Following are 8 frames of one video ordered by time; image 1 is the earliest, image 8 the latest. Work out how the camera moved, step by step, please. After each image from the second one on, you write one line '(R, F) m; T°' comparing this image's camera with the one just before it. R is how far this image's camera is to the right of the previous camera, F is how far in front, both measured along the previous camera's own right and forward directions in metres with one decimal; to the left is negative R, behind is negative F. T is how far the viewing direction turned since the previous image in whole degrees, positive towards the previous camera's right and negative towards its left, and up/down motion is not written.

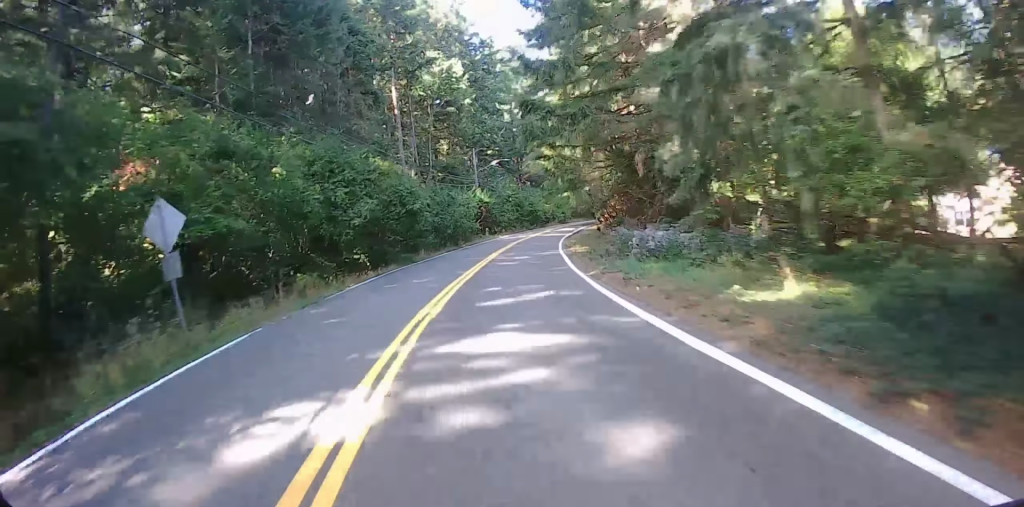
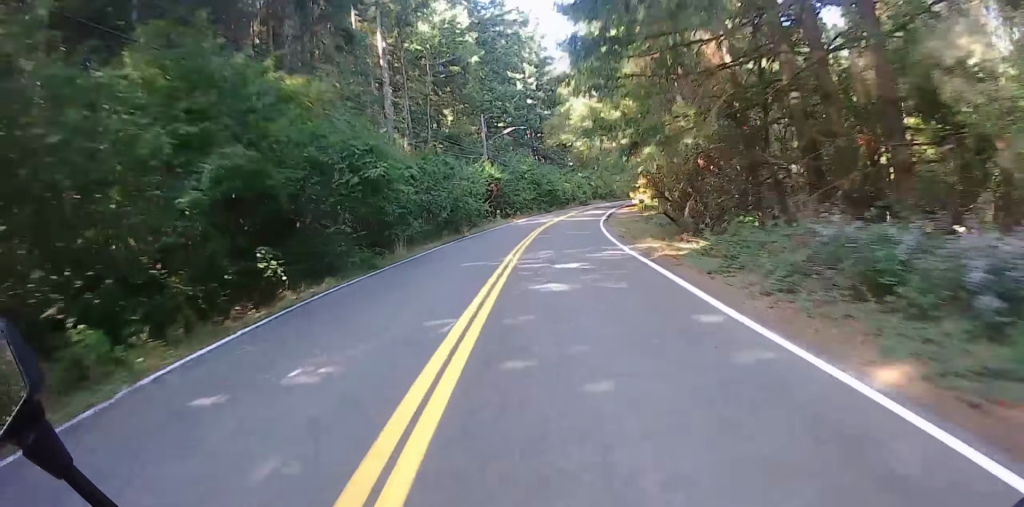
(-0.7, +12.9) m; -2°
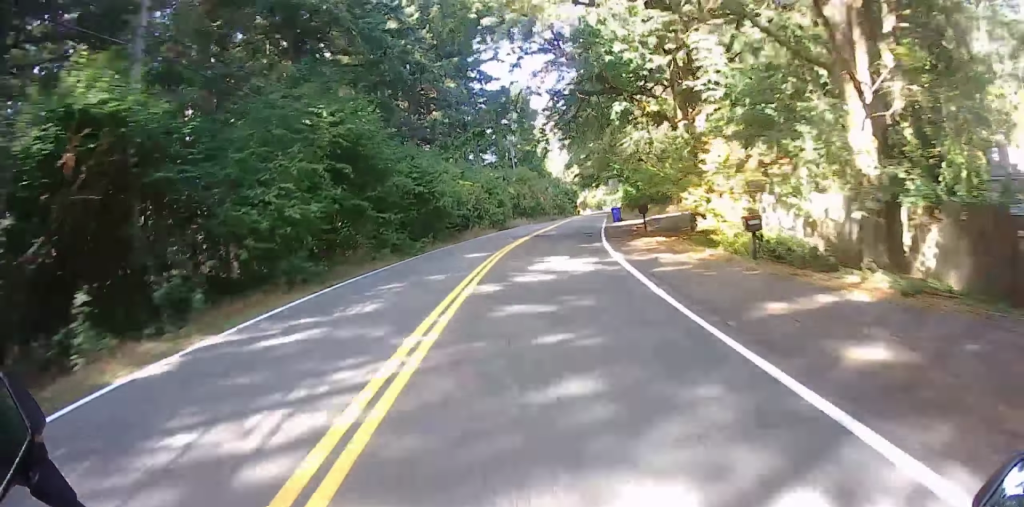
(+3.0, +41.0) m; +9°
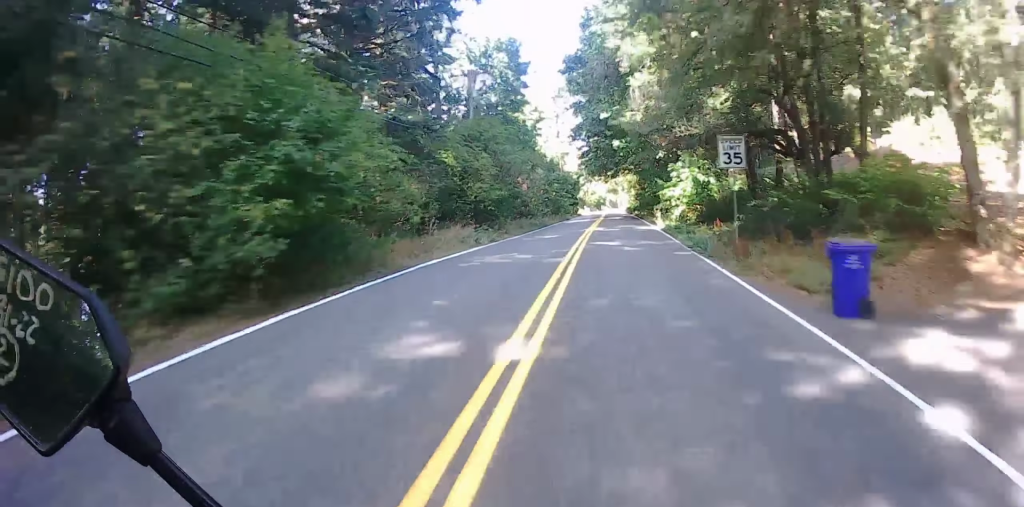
(+1.2, +31.2) m; +7°
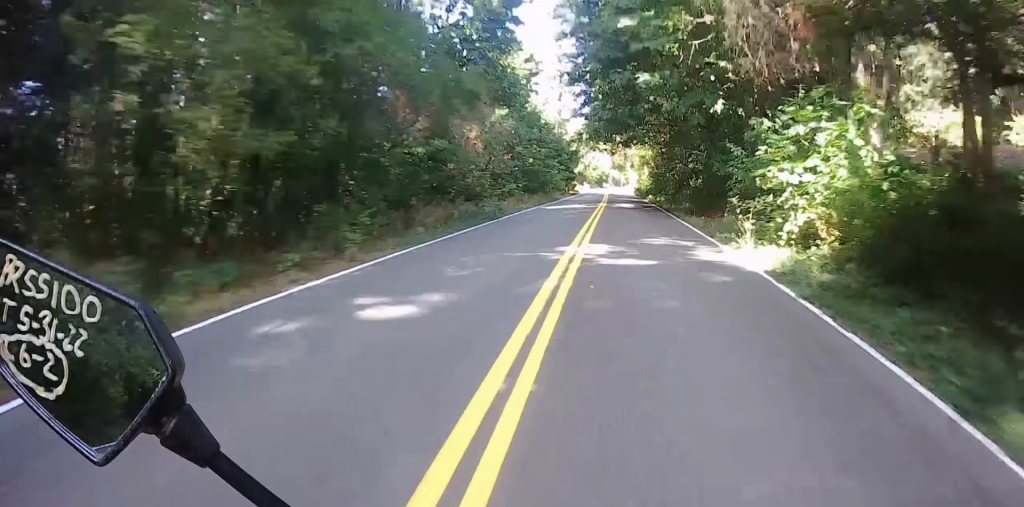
(+0.7, +17.7) m; +6°
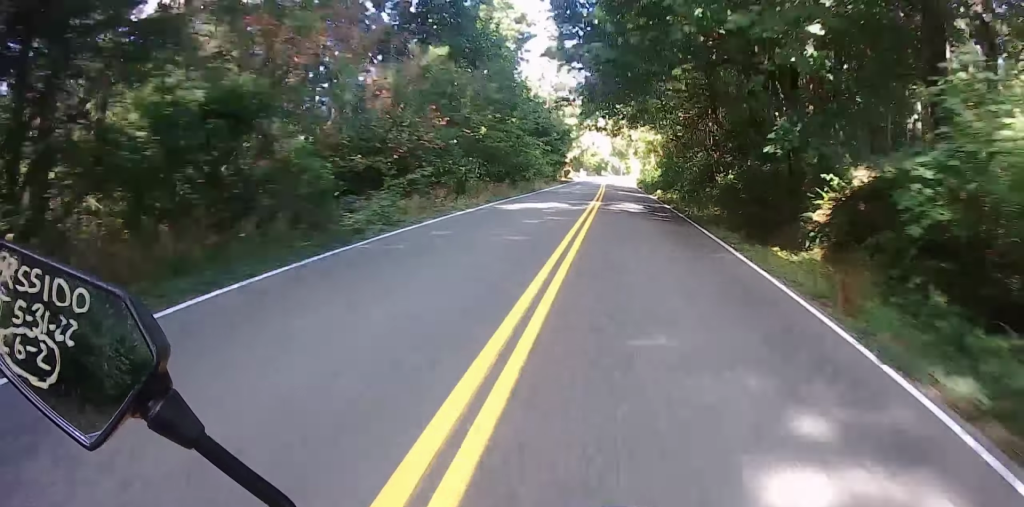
(+0.8, +11.3) m; +2°
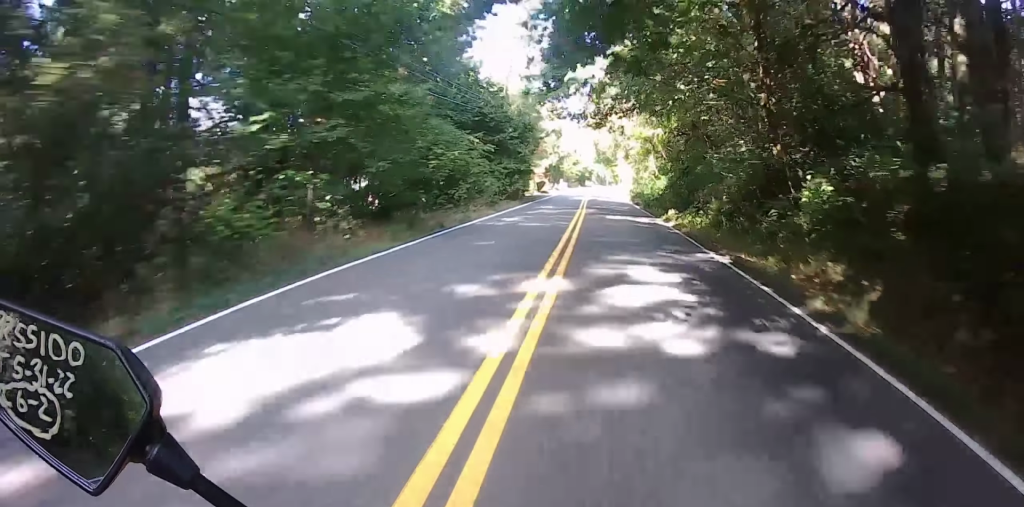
(+0.6, +15.4) m; +2°
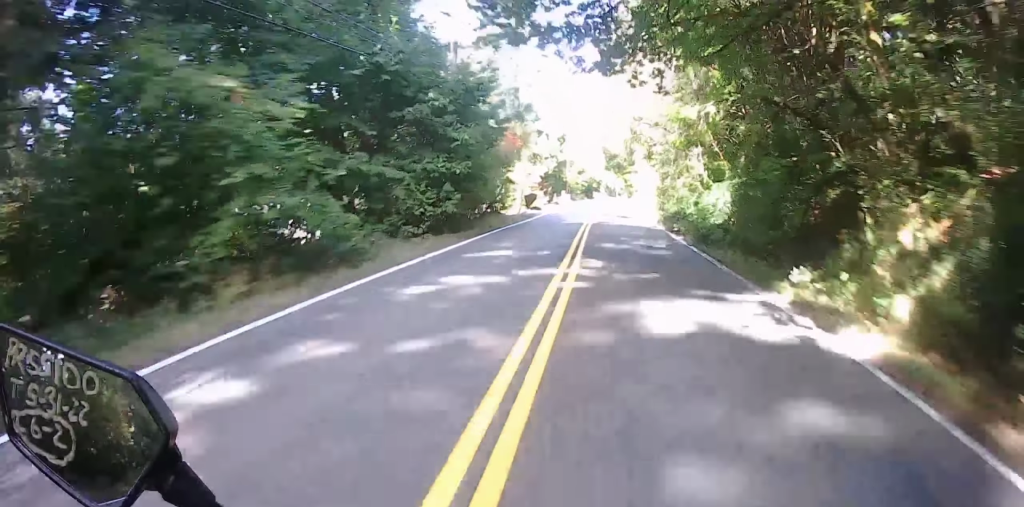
(0.0, +16.8) m; 0°
